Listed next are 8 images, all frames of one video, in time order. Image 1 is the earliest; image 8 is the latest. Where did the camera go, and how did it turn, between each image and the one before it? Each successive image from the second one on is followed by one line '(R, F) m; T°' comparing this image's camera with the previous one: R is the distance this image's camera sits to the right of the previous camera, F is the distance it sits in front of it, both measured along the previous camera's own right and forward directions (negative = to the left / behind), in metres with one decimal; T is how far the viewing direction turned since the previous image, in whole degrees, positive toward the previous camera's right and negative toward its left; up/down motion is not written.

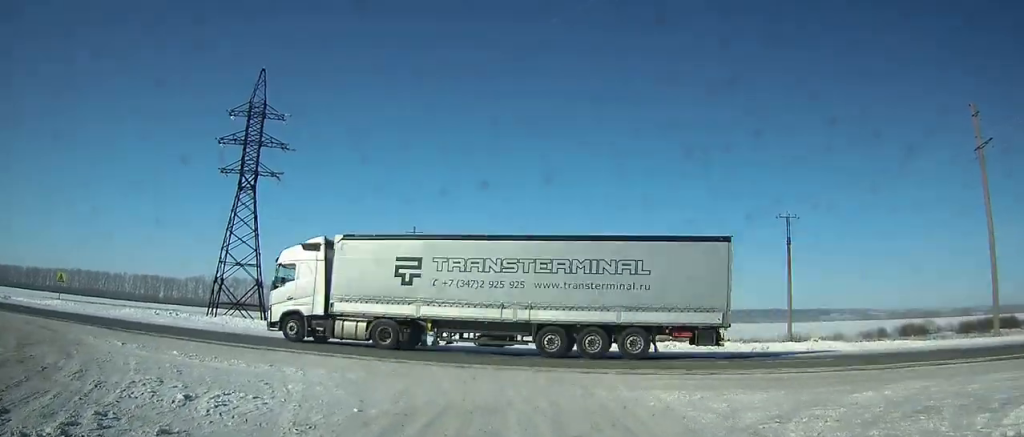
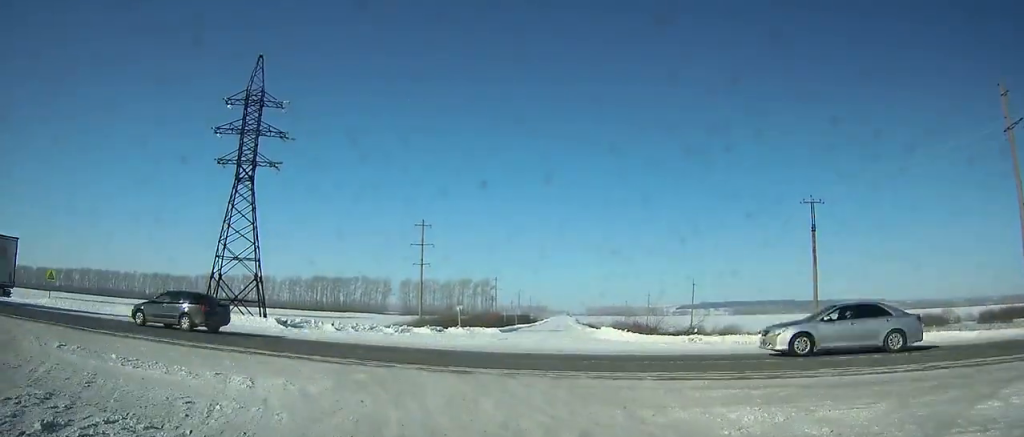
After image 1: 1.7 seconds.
(0.0, +3.9) m; -9°
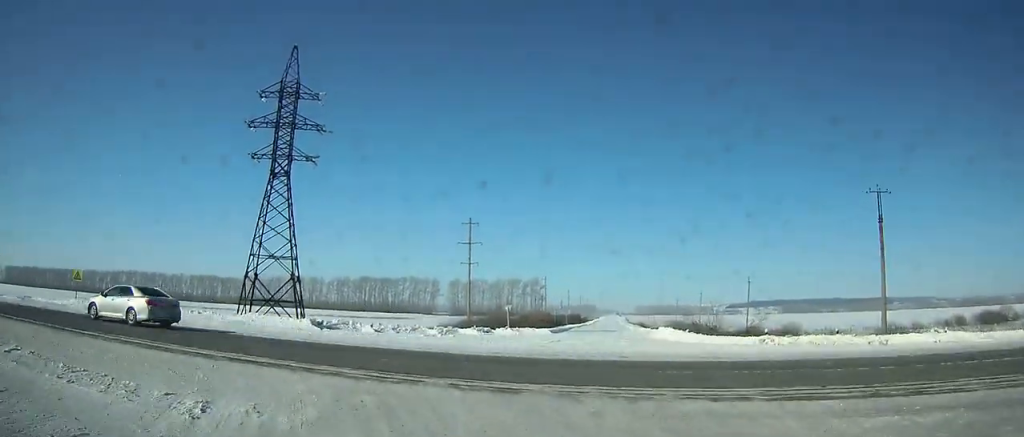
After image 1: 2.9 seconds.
(0.0, +3.8) m; -12°
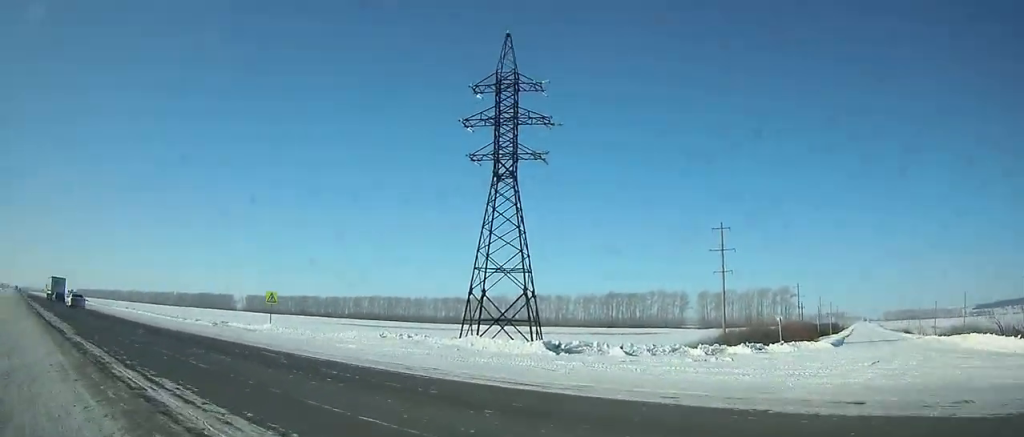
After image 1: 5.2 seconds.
(-1.7, +8.8) m; -22°
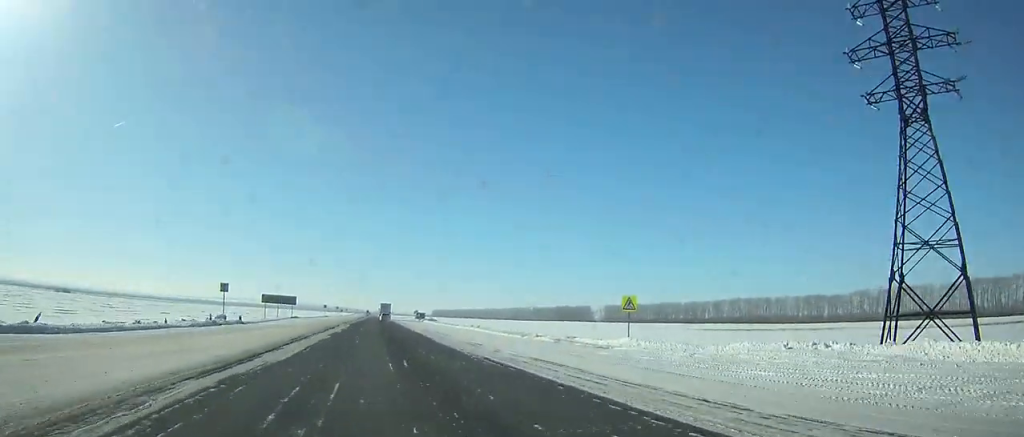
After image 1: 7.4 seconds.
(-1.7, +12.1) m; -19°
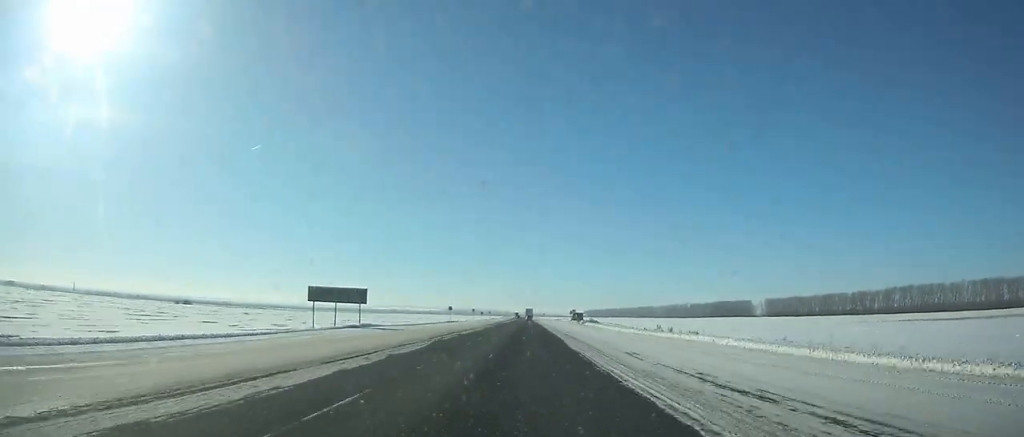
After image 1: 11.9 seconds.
(-7.1, +41.8) m; -11°
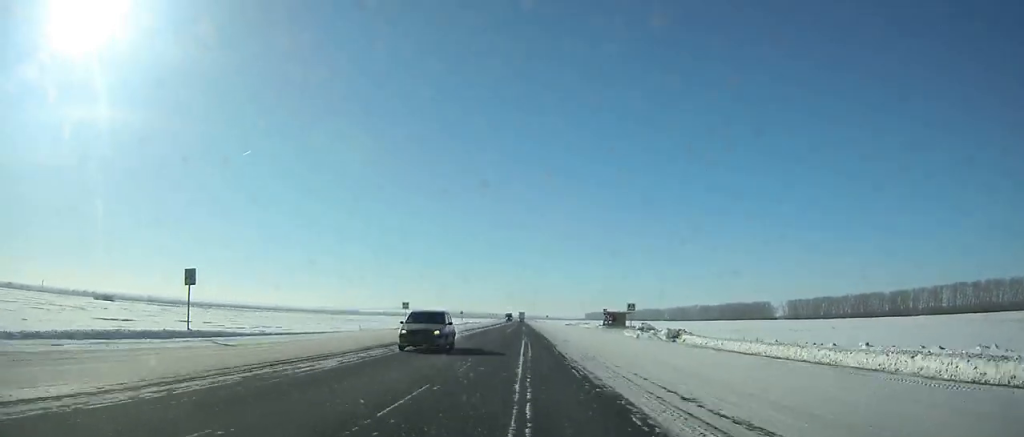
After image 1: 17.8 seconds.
(-0.4, +79.2) m; 0°
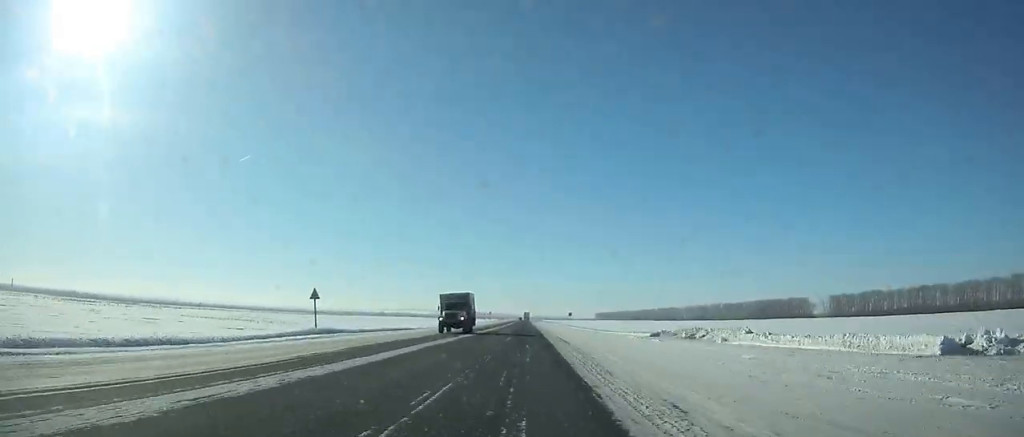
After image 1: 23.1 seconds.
(+0.1, +90.2) m; 0°
